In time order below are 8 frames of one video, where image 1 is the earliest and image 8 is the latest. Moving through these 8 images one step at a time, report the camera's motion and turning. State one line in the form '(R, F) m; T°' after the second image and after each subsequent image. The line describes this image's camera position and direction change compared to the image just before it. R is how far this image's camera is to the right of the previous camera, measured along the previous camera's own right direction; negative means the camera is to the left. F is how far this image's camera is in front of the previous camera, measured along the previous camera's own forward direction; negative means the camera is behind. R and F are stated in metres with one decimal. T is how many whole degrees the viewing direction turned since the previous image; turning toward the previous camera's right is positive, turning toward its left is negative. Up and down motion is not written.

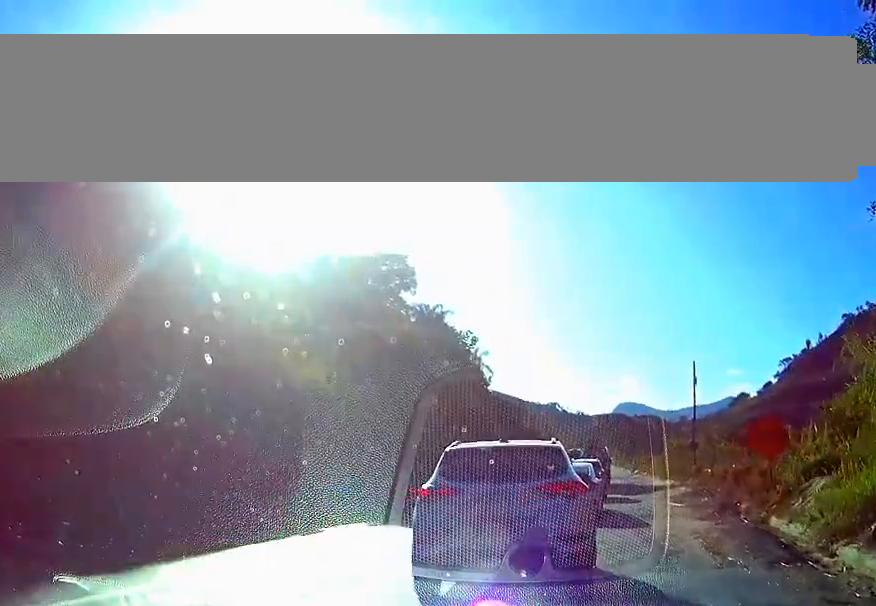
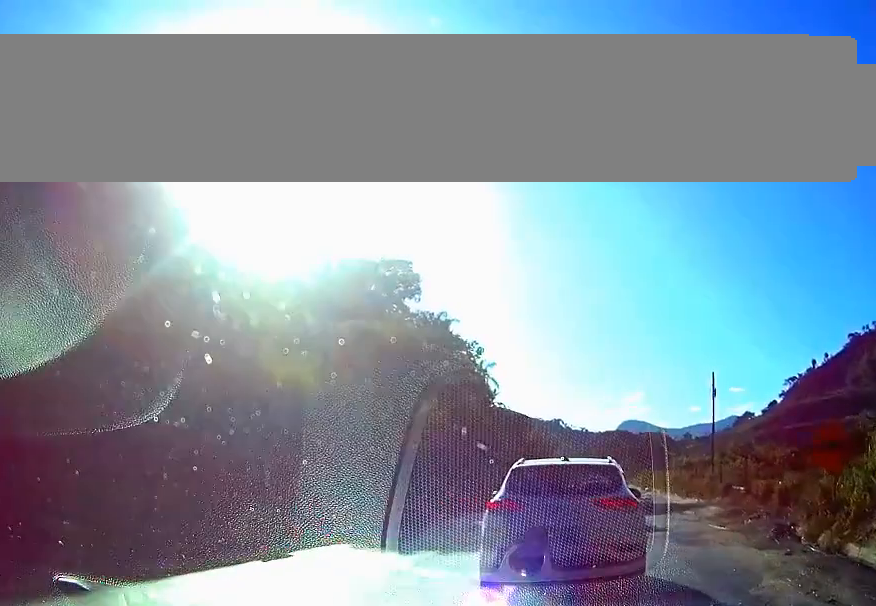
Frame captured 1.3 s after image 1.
(0.0, +4.1) m; +2°
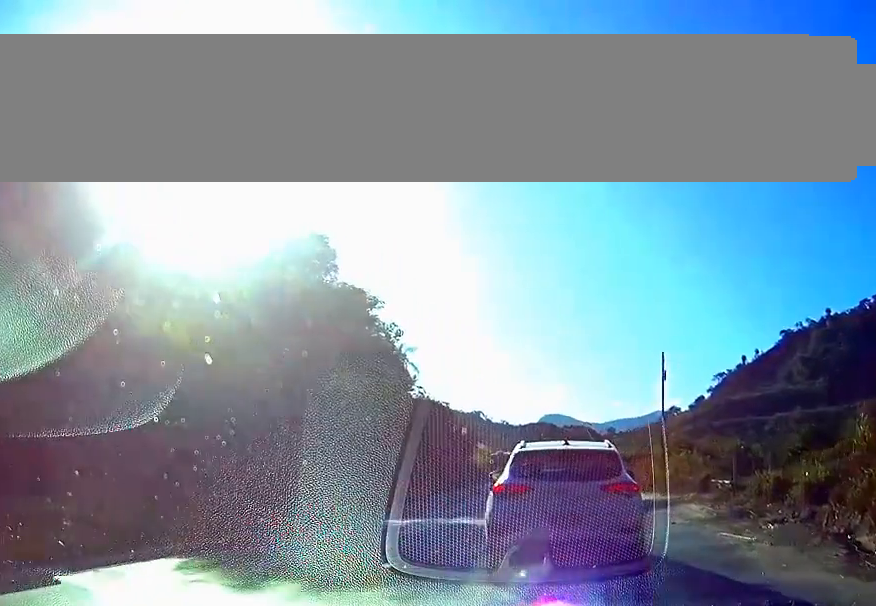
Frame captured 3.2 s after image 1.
(+0.4, +6.9) m; +5°
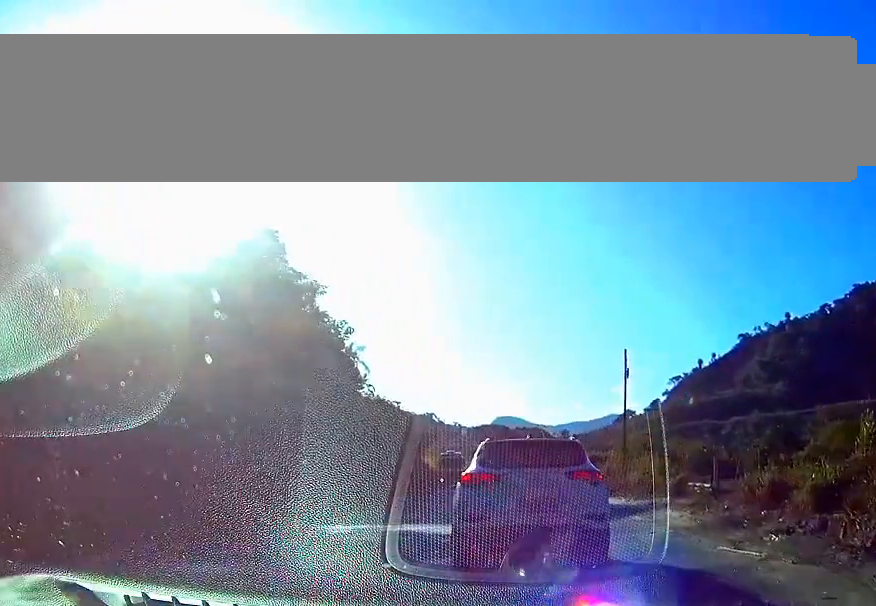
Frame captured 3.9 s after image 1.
(0.0, +3.0) m; 0°
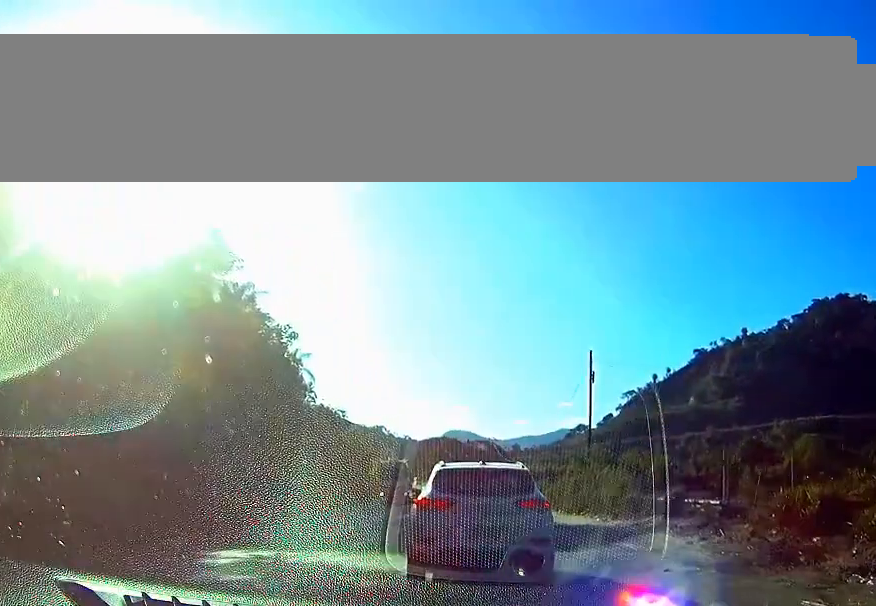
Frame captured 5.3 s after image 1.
(0.0, +5.7) m; 0°
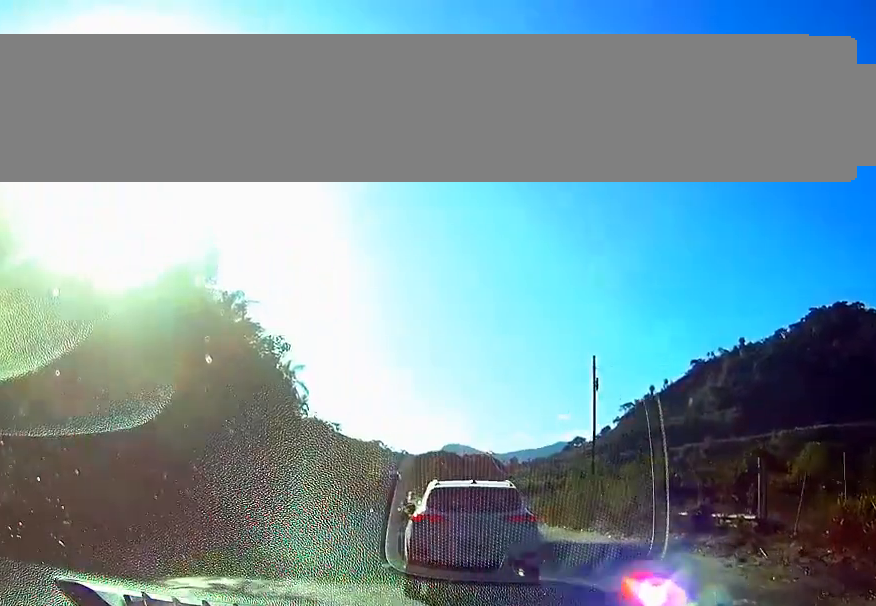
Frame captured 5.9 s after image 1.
(0.0, +2.6) m; 0°
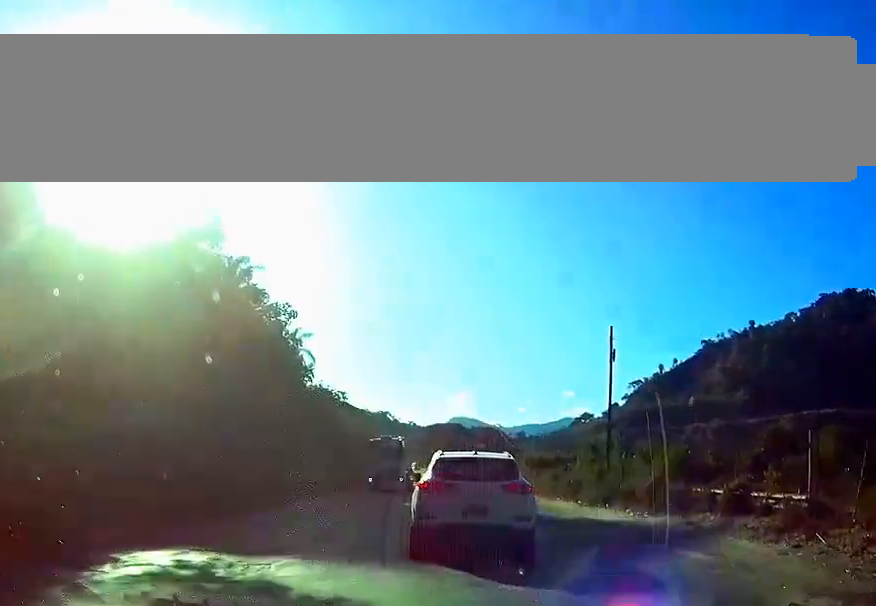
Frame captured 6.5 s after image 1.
(0.0, +2.3) m; 0°
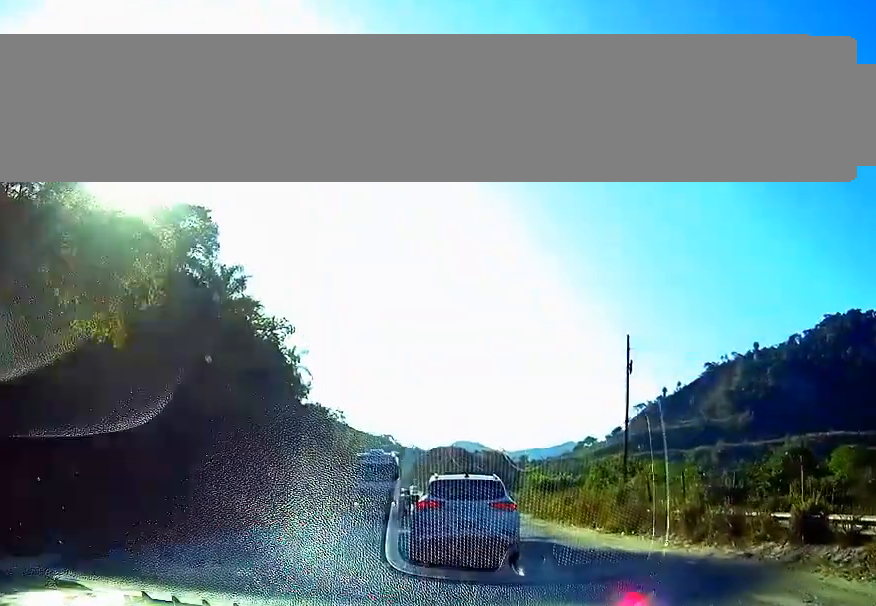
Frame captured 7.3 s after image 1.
(0.0, +3.7) m; +1°
